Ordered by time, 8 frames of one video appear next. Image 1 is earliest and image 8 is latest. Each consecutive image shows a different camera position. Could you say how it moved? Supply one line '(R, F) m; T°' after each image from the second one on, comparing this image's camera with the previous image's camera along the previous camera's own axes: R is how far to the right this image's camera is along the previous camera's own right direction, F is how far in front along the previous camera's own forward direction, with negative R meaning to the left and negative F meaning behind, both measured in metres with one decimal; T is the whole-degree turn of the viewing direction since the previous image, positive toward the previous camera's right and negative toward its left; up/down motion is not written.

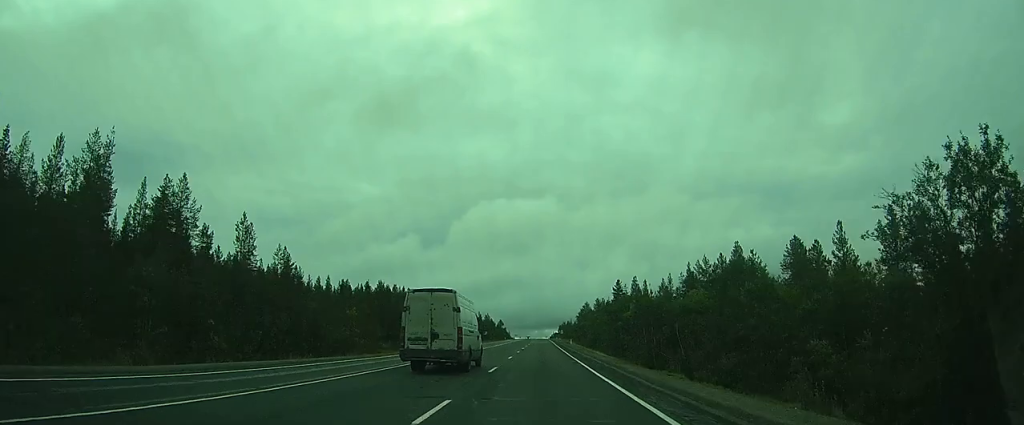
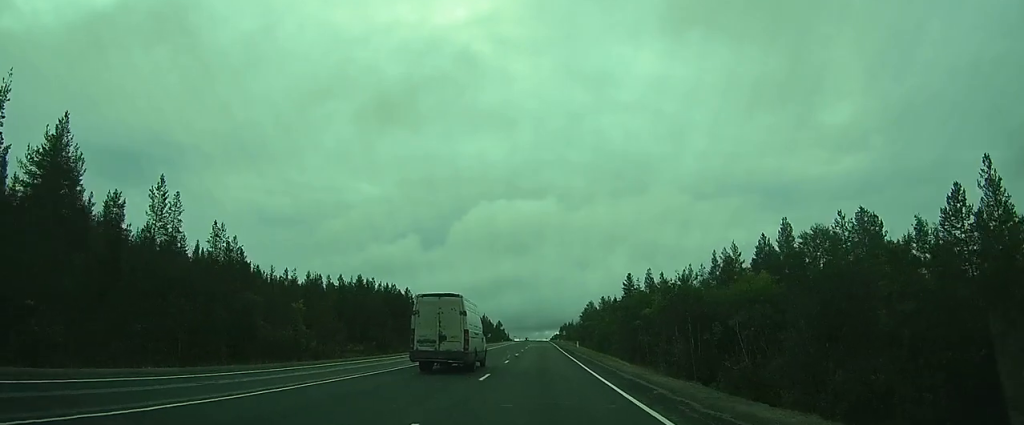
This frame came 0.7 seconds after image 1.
(0.0, +13.7) m; 0°
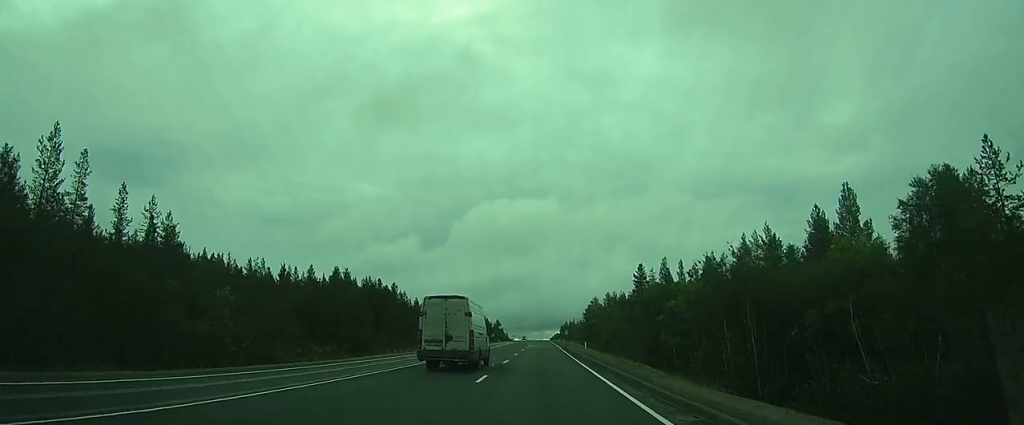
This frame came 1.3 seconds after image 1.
(+0.1, +11.6) m; 0°
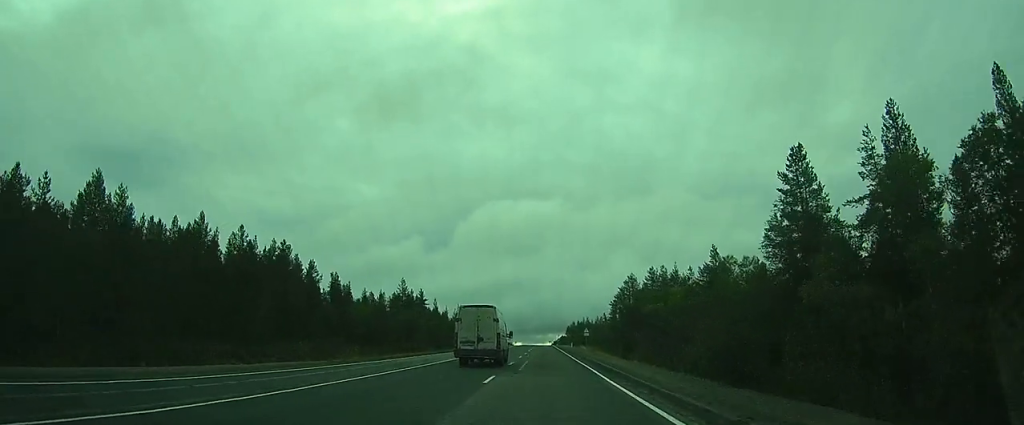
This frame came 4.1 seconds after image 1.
(-0.3, +54.2) m; 0°
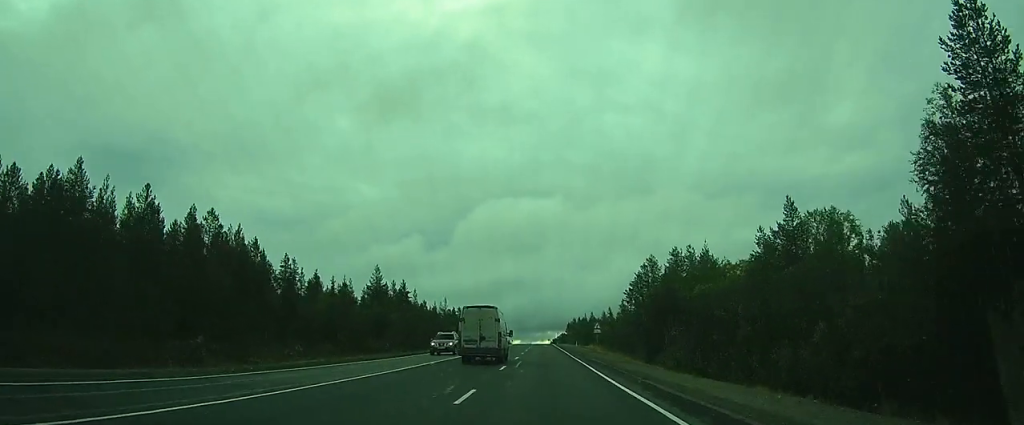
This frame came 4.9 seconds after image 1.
(0.0, +16.3) m; 0°
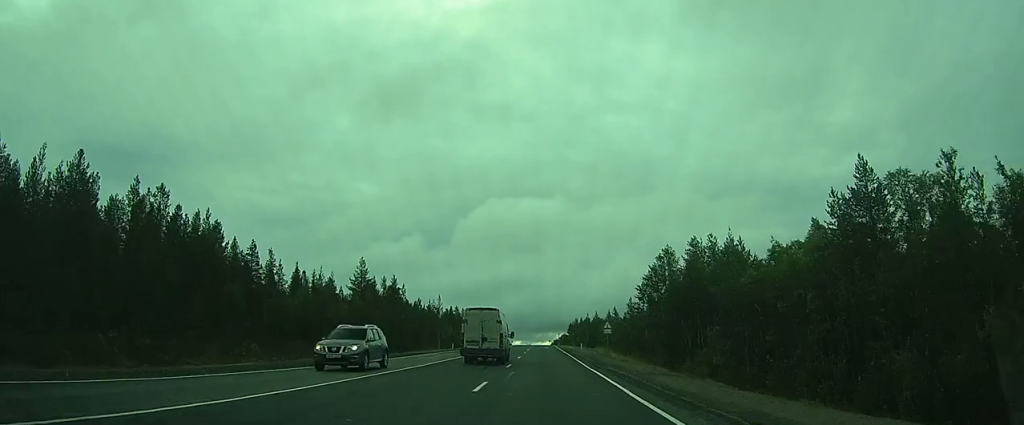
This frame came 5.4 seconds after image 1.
(+0.1, +8.5) m; 0°
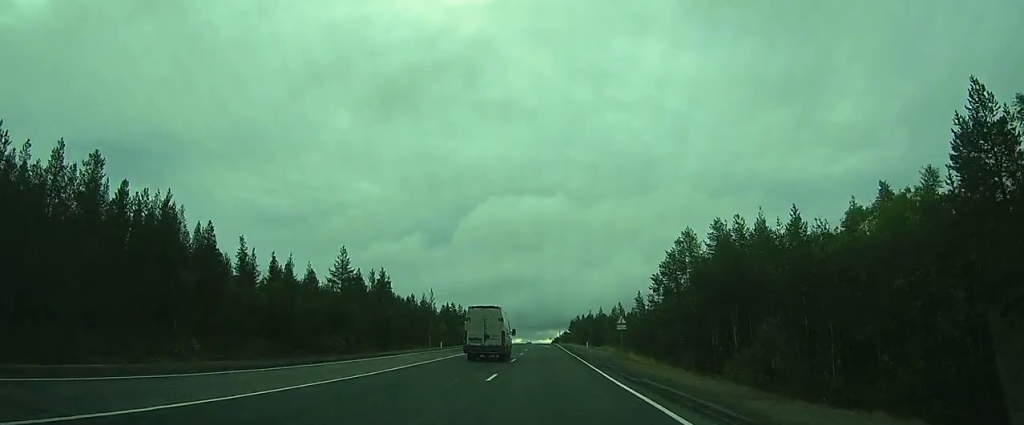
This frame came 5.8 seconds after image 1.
(0.0, +8.6) m; 0°
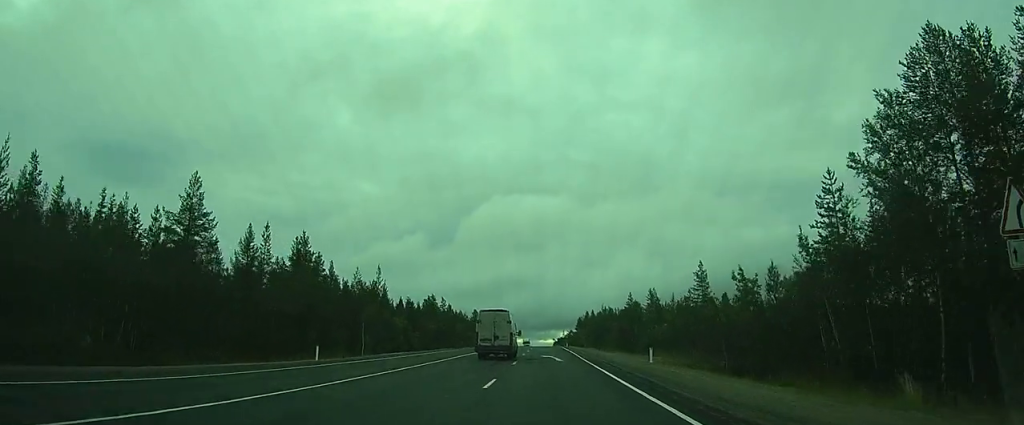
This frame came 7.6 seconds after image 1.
(-0.4, +35.8) m; -1°
